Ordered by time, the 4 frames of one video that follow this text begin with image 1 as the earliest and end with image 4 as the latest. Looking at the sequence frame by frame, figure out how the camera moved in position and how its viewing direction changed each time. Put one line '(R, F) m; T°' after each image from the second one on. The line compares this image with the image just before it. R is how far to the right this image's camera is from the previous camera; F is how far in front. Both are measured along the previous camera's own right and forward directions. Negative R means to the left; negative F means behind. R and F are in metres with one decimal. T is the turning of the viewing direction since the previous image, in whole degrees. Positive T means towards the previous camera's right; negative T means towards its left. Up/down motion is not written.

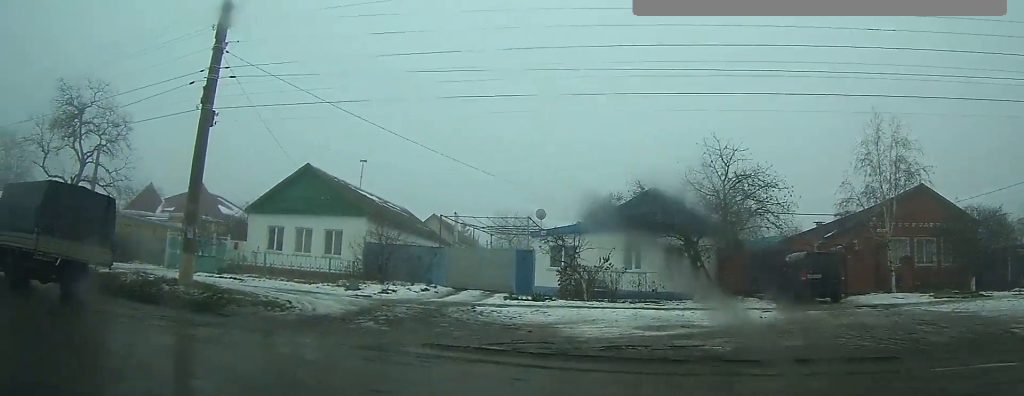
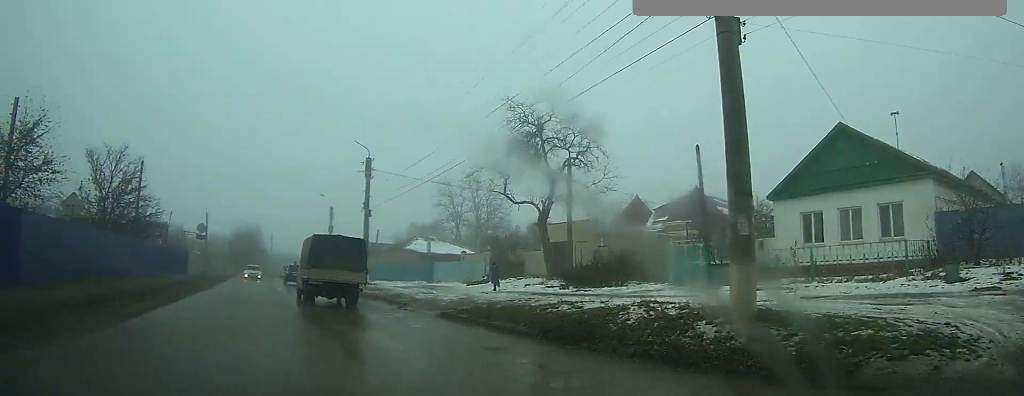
(-1.8, +5.4) m; -36°
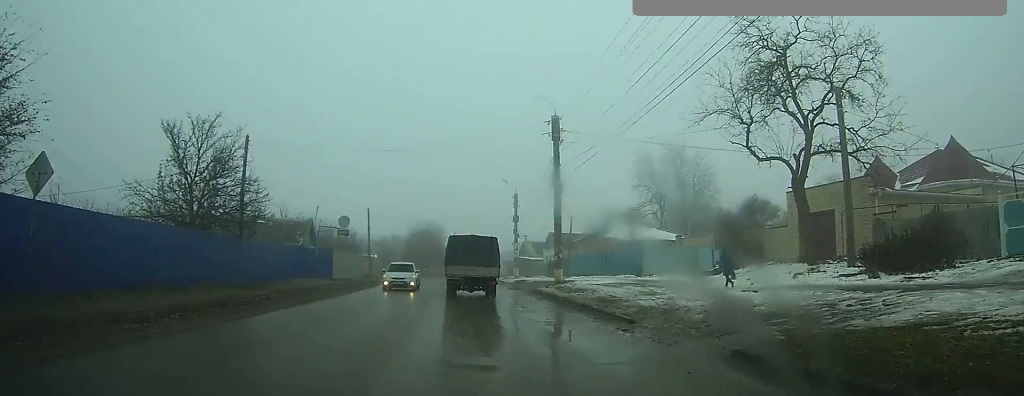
(-1.4, +7.2) m; -20°
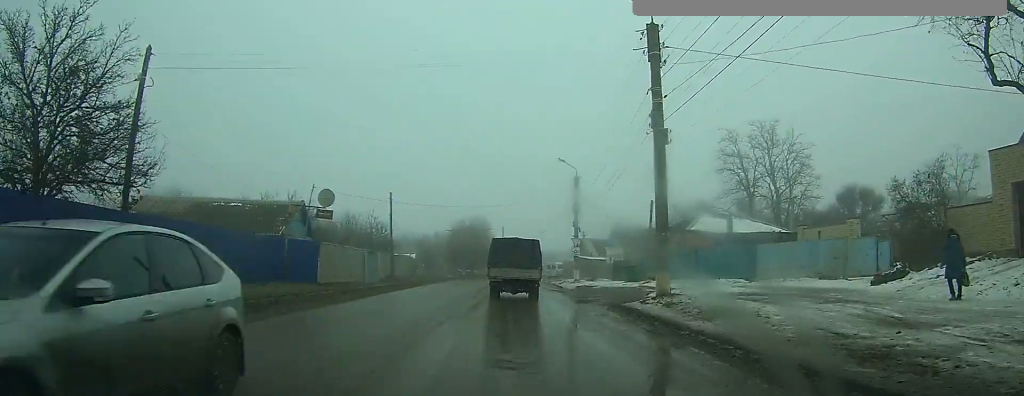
(-1.1, +10.9) m; -8°
